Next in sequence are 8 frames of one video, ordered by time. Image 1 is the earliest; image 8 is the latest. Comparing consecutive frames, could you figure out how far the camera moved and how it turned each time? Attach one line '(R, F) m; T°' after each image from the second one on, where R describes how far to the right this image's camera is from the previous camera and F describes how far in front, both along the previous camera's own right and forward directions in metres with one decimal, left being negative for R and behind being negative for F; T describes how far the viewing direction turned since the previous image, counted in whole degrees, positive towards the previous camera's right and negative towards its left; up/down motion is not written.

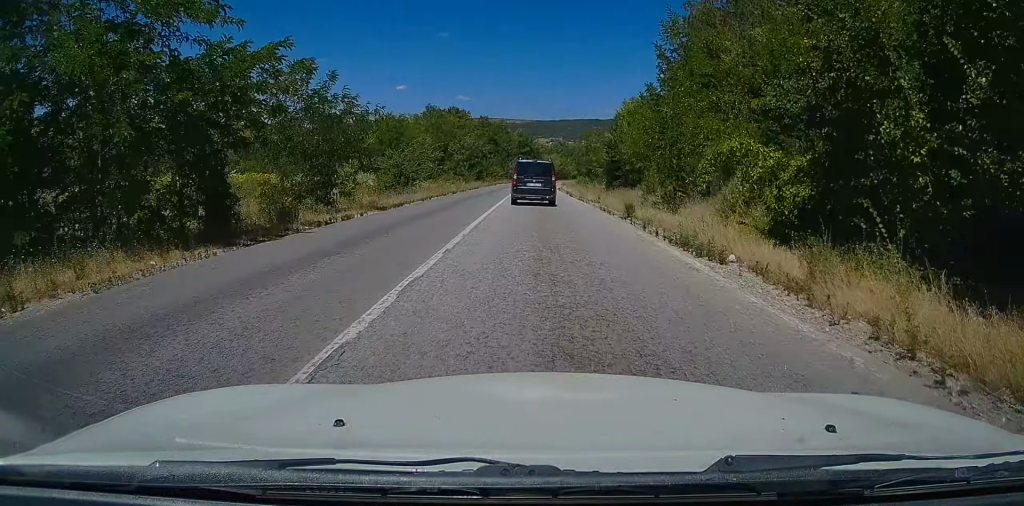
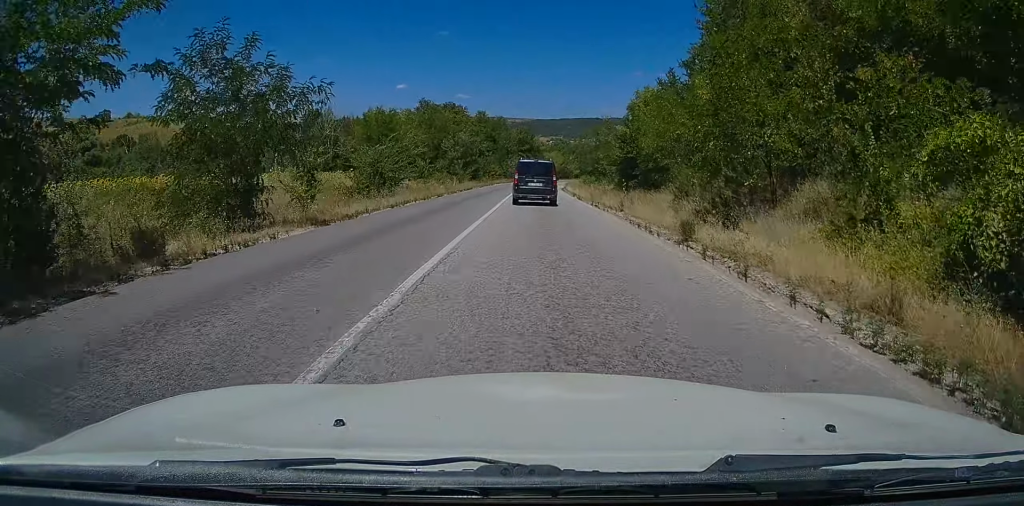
(0.0, +7.7) m; 0°
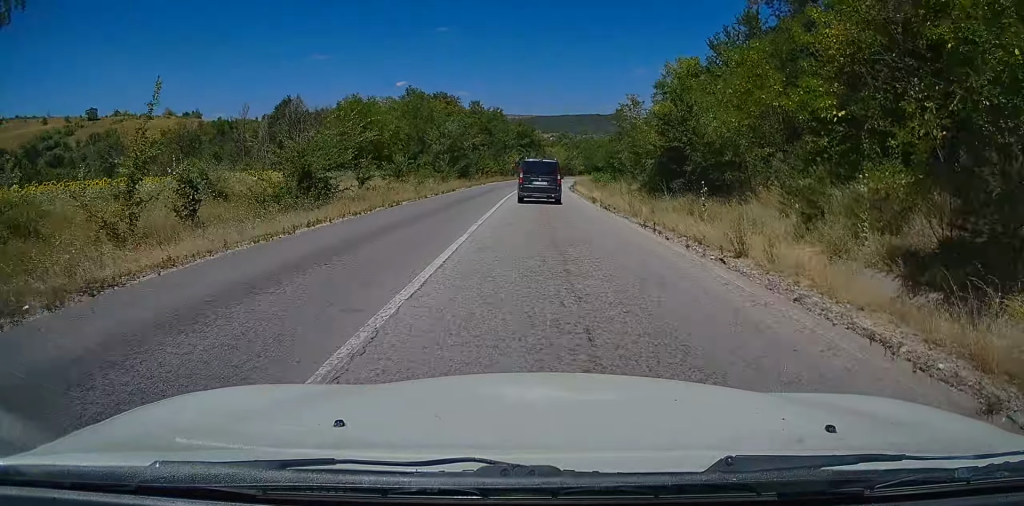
(0.0, +13.6) m; 0°
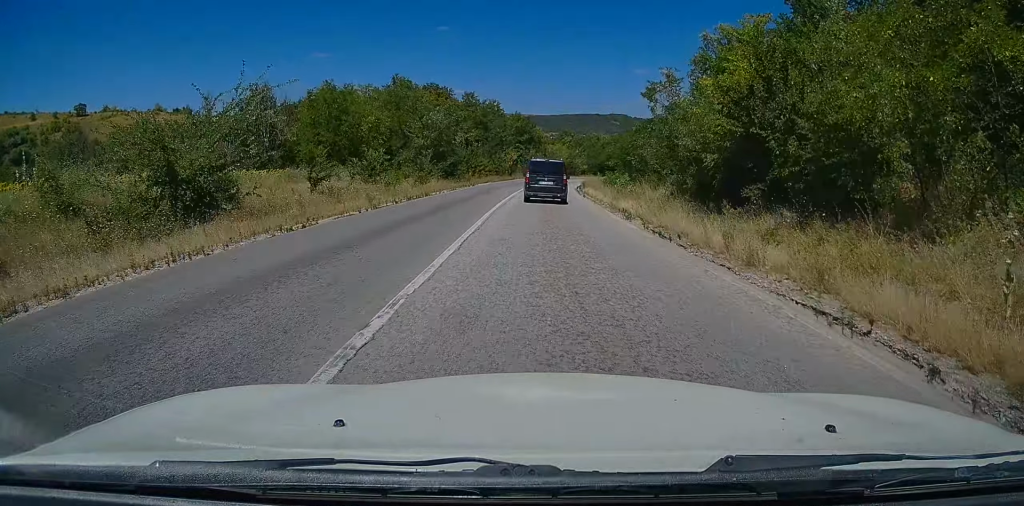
(+0.1, +11.7) m; 0°
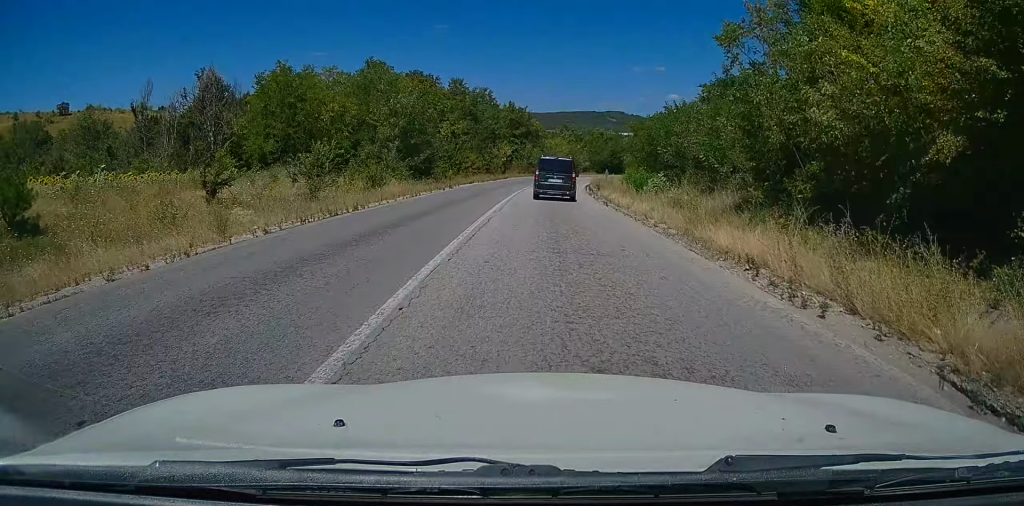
(+0.1, +14.2) m; +1°
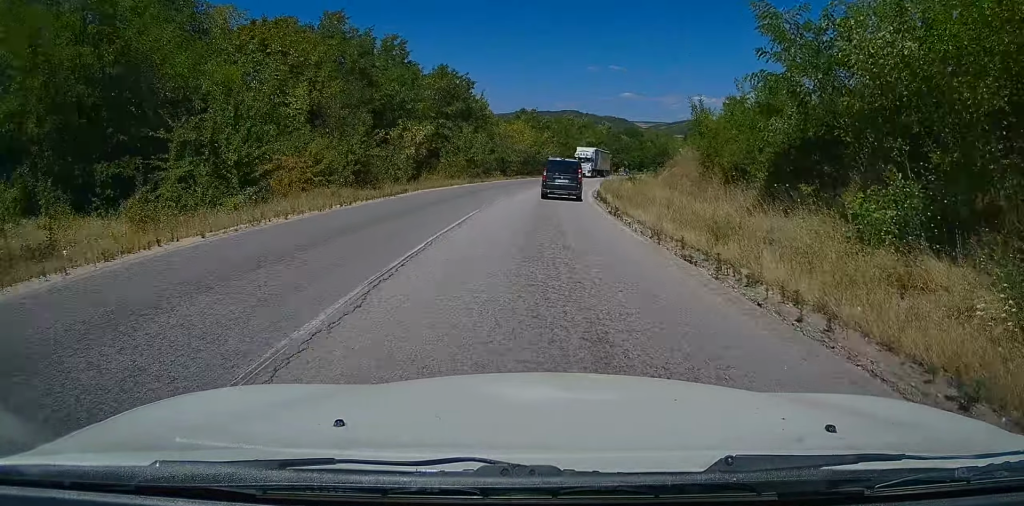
(+1.2, +43.6) m; +5°
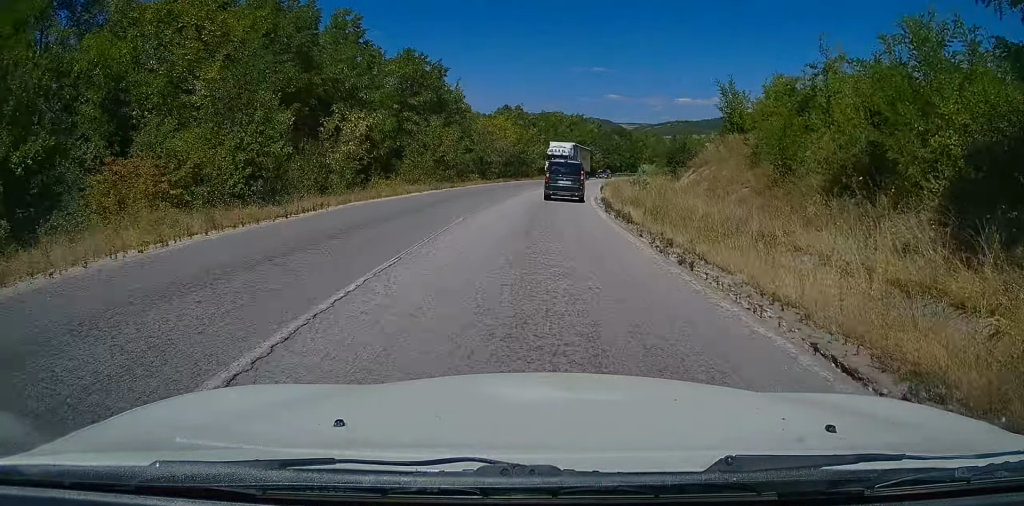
(+0.2, +10.1) m; +1°
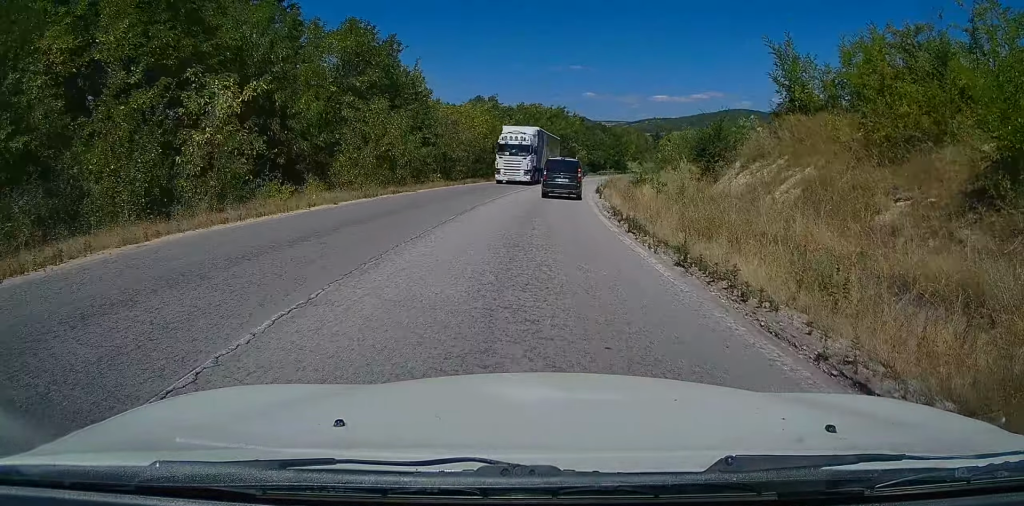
(+0.1, +10.7) m; +1°
